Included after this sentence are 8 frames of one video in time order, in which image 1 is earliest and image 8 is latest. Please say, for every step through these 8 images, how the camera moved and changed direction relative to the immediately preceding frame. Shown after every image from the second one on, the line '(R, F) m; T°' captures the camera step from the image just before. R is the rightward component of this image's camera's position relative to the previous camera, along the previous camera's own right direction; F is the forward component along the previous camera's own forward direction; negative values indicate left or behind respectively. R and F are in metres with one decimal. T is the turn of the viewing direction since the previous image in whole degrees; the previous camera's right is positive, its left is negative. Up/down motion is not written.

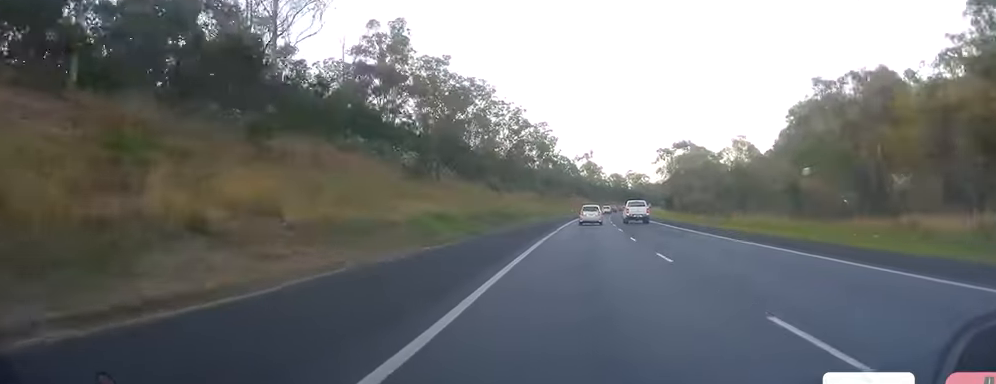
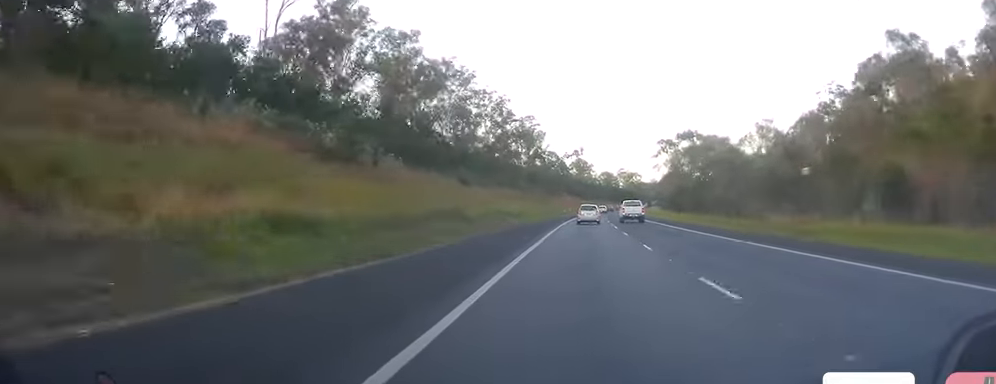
(0.0, +19.0) m; +1°
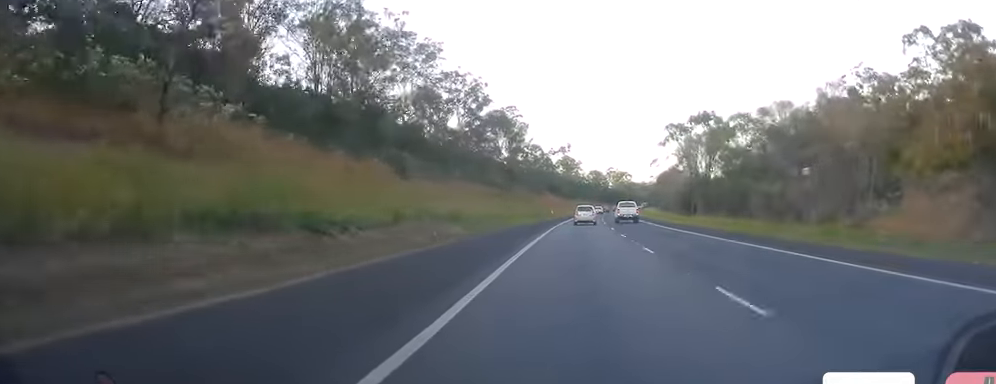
(+0.5, +25.7) m; +2°
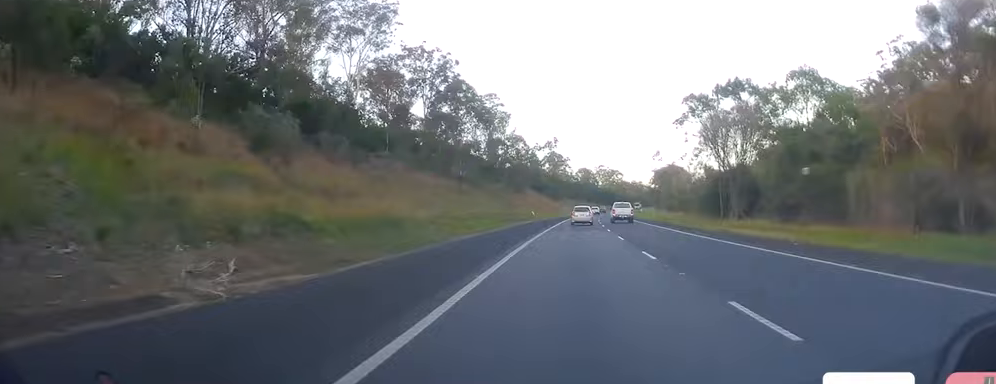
(+0.2, +25.7) m; 0°
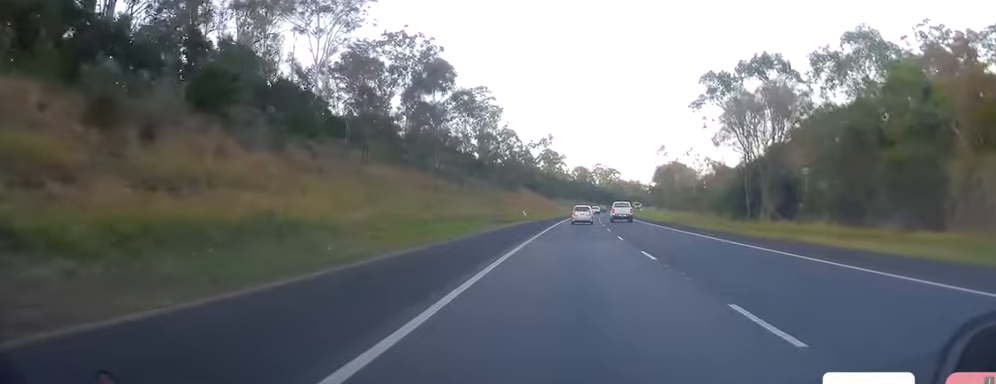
(0.0, +12.4) m; 0°
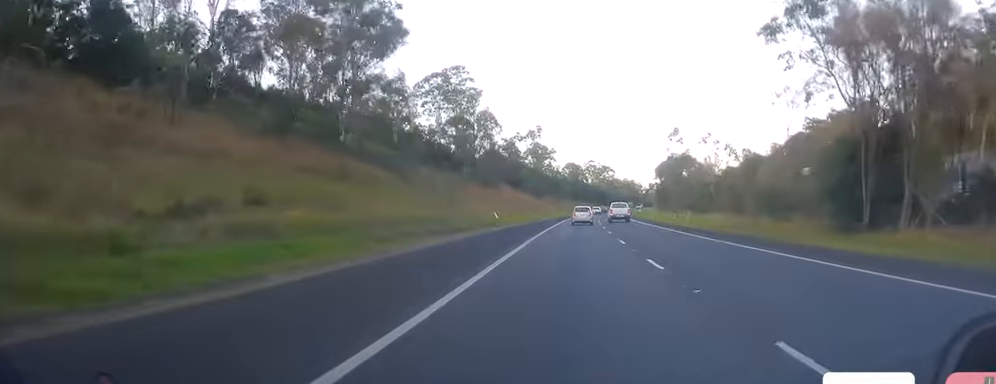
(0.0, +26.6) m; 0°
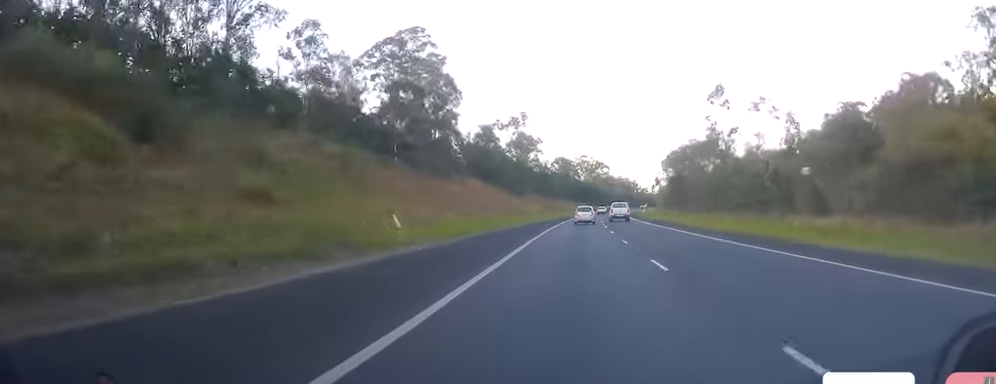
(+0.4, +35.9) m; +1°
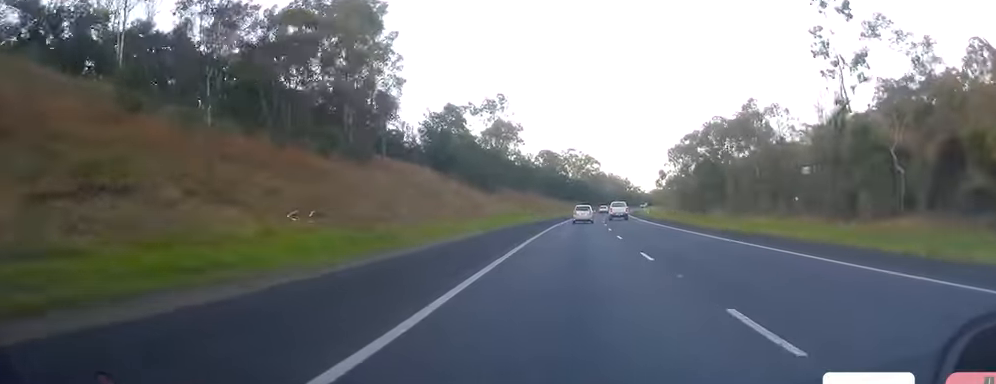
(+0.2, +33.2) m; +1°
